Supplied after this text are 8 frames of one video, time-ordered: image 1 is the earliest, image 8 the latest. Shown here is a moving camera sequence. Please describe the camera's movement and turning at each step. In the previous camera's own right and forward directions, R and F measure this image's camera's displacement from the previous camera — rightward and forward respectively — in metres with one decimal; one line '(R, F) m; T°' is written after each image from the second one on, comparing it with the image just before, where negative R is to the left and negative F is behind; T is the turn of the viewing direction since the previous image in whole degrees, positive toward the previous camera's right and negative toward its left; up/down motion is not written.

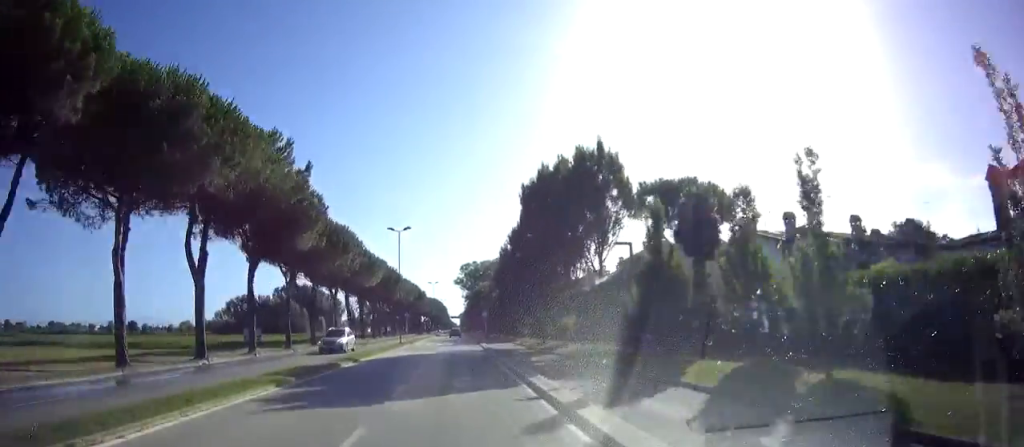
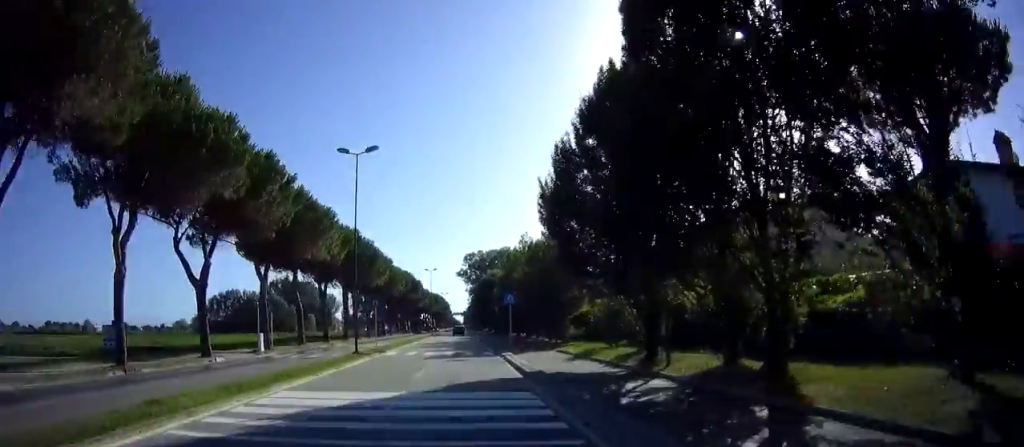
(0.0, +19.9) m; -1°
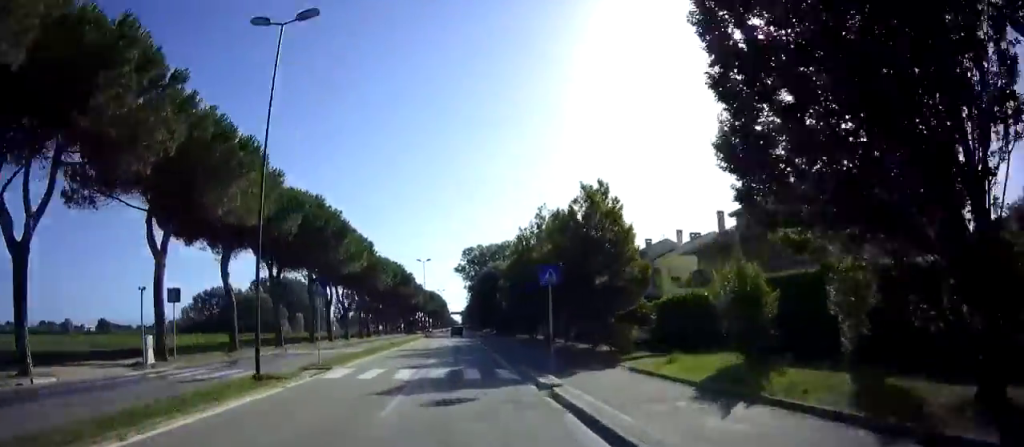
(-0.2, +12.6) m; 0°
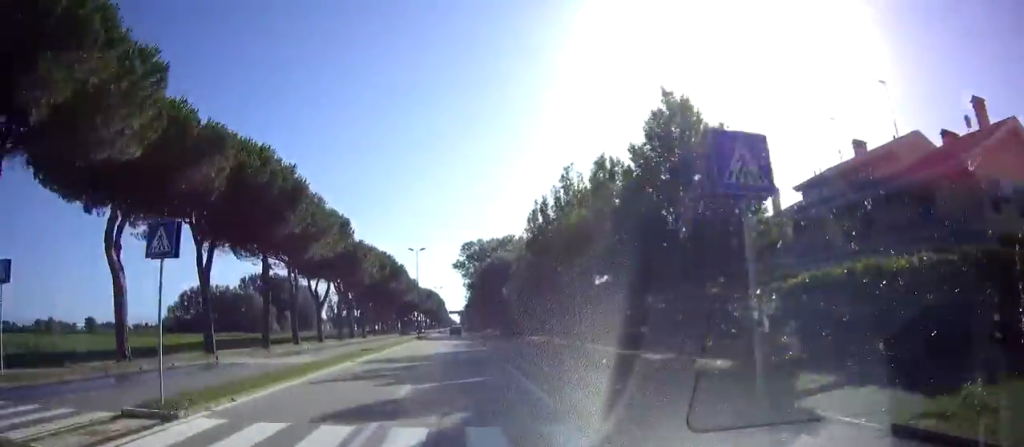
(+0.2, +10.0) m; +1°
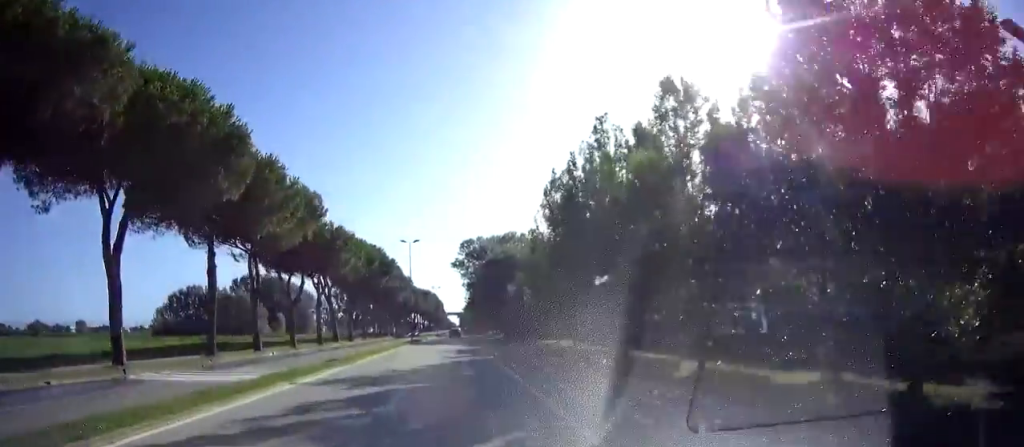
(0.0, +7.4) m; 0°
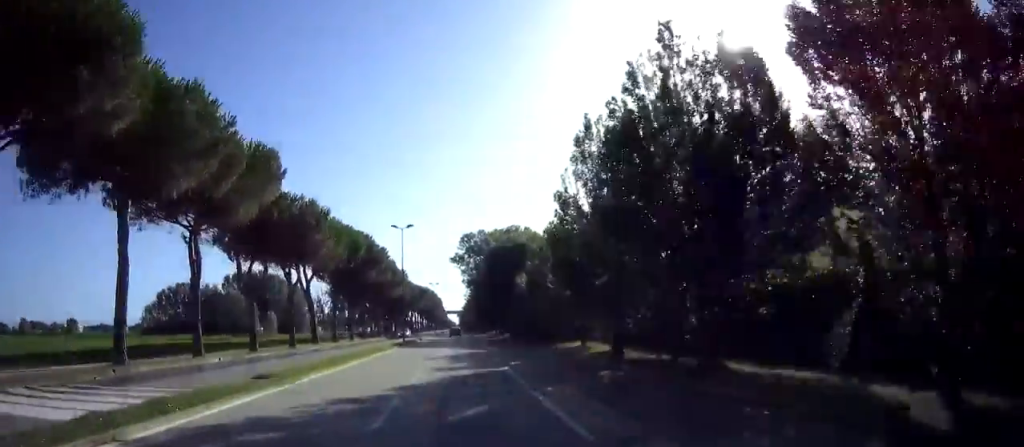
(0.0, +7.5) m; 0°
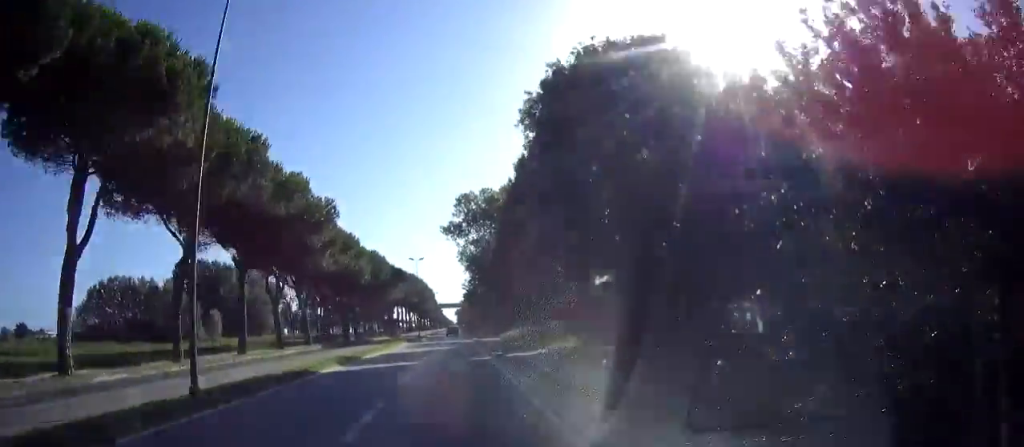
(-0.5, +37.5) m; -1°
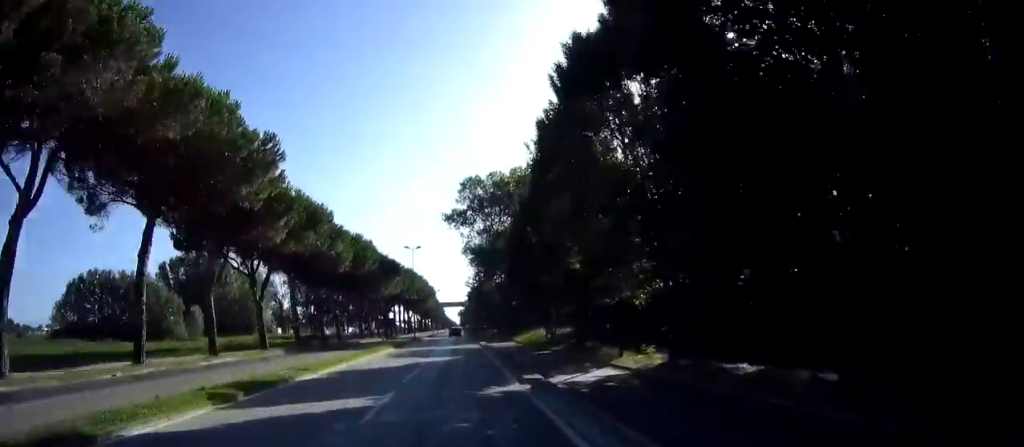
(-0.1, +10.7) m; 0°
